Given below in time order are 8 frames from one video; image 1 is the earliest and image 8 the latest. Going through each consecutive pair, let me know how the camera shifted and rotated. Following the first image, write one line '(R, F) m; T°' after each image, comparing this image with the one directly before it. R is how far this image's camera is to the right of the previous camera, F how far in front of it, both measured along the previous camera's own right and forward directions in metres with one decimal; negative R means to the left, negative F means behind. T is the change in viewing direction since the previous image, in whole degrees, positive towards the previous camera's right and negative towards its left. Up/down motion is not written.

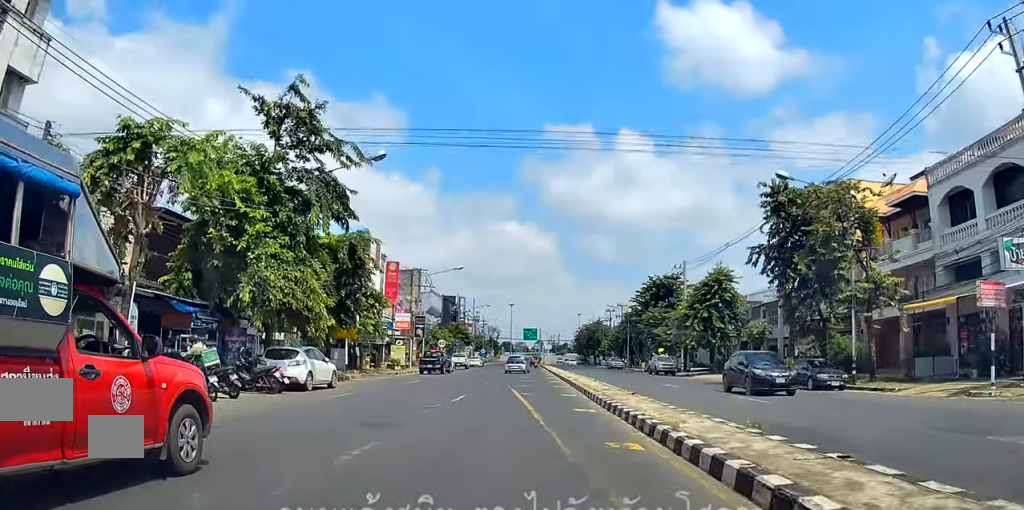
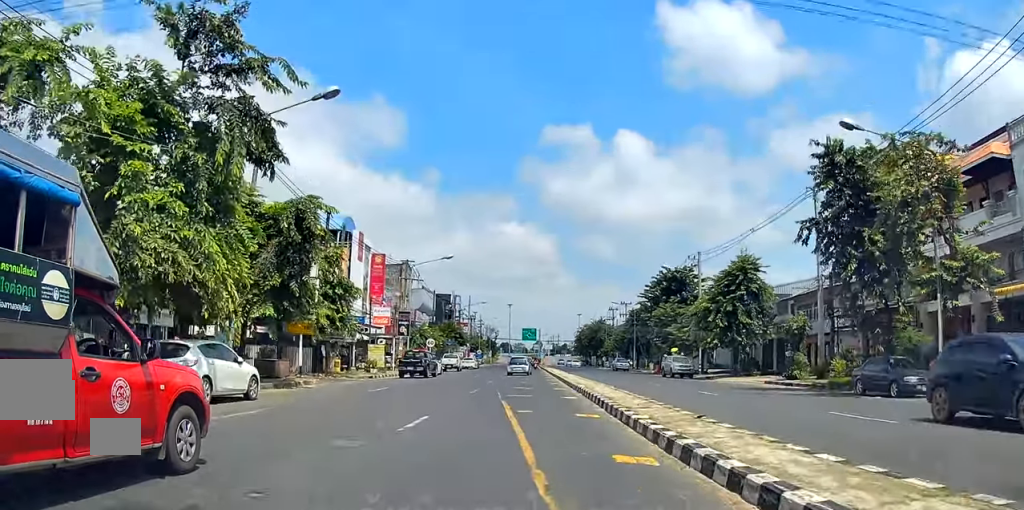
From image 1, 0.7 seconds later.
(+0.1, +8.1) m; 0°
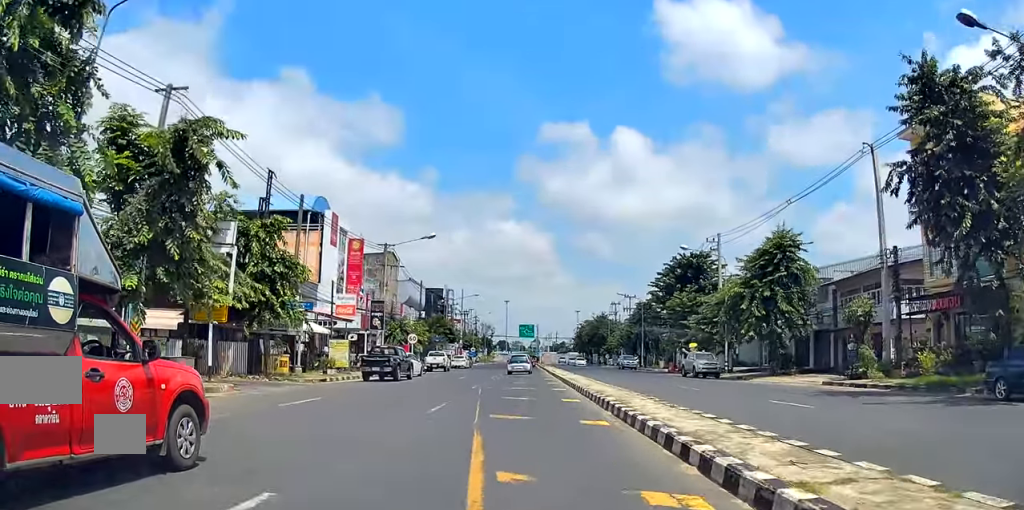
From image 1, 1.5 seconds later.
(-0.1, +9.0) m; 0°
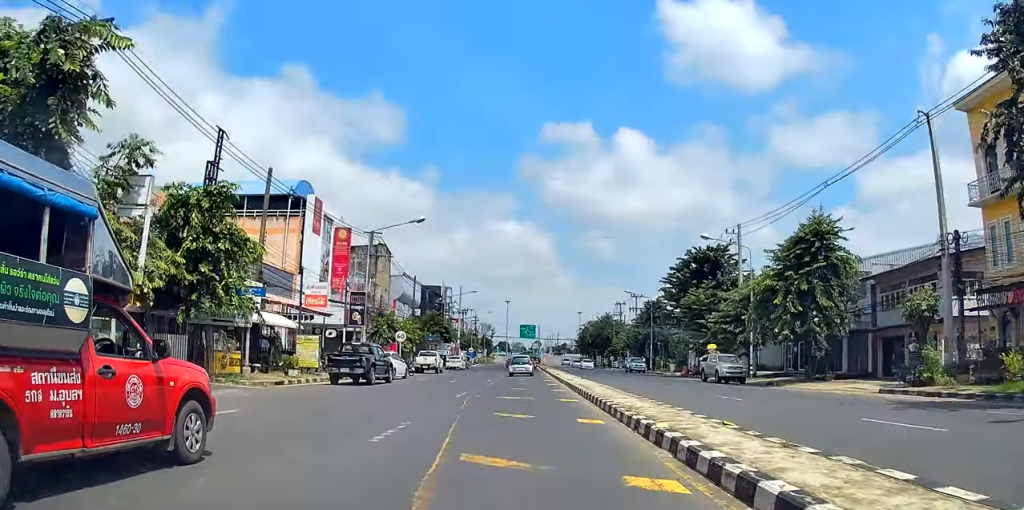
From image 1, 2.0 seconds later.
(0.0, +5.5) m; +1°
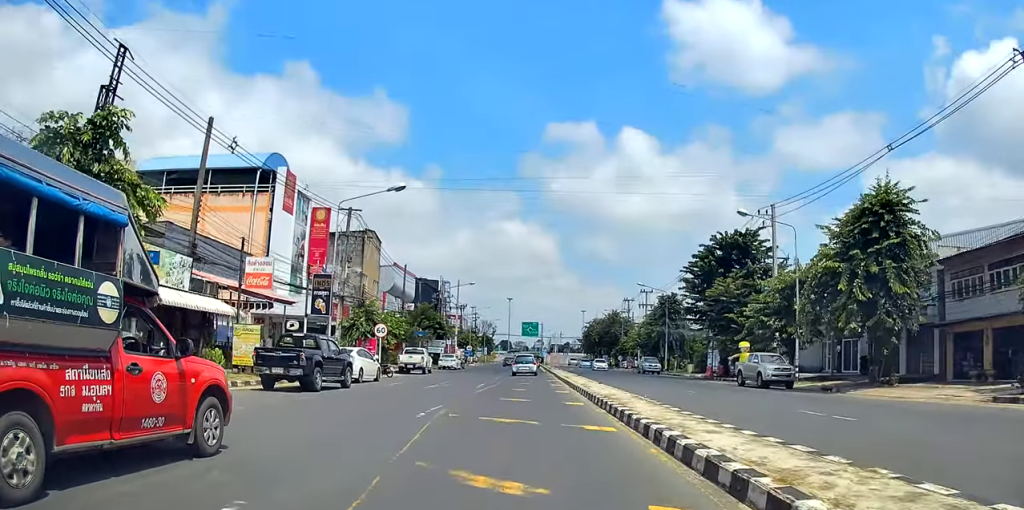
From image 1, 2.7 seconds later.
(0.0, +7.6) m; +1°
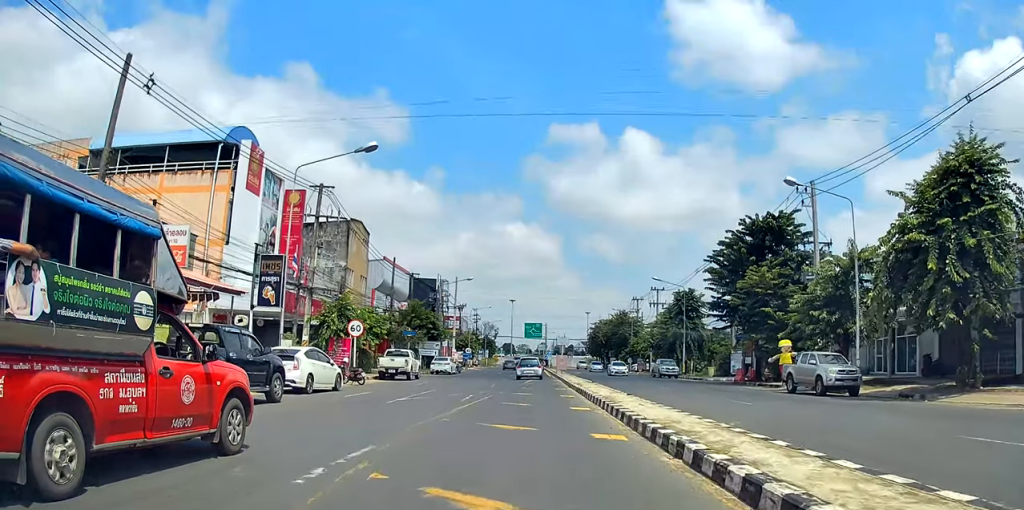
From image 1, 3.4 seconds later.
(+0.2, +6.9) m; +1°
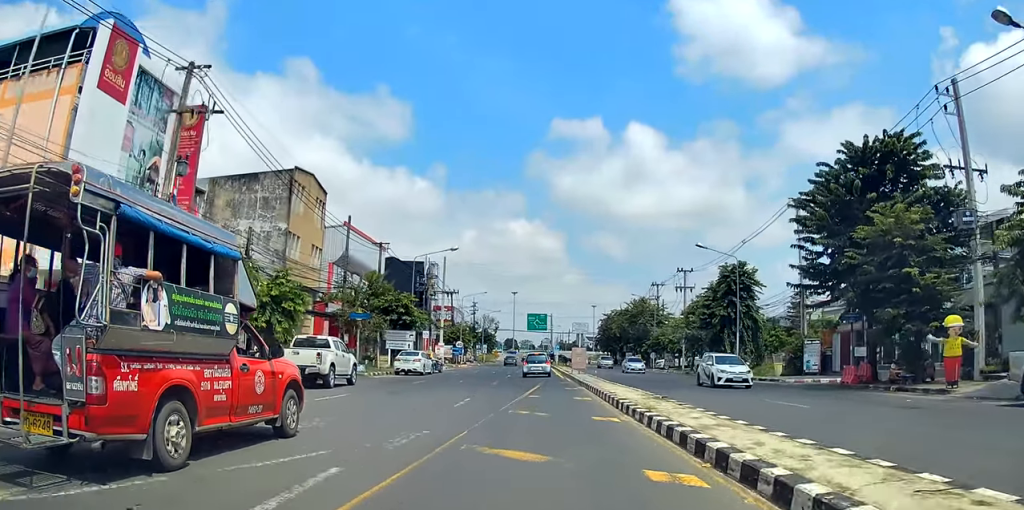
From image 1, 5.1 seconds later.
(-0.3, +15.7) m; -2°
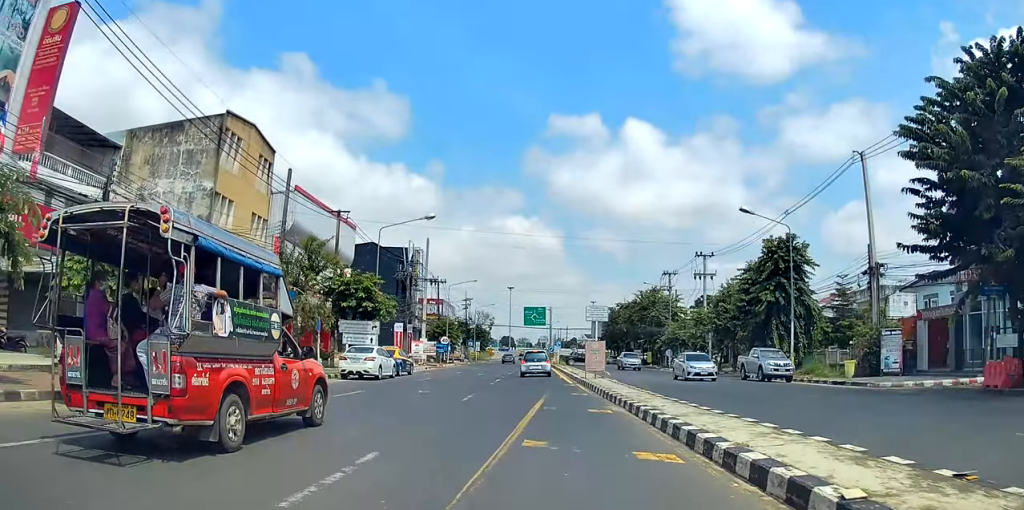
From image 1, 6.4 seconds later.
(-0.3, +10.8) m; -1°
